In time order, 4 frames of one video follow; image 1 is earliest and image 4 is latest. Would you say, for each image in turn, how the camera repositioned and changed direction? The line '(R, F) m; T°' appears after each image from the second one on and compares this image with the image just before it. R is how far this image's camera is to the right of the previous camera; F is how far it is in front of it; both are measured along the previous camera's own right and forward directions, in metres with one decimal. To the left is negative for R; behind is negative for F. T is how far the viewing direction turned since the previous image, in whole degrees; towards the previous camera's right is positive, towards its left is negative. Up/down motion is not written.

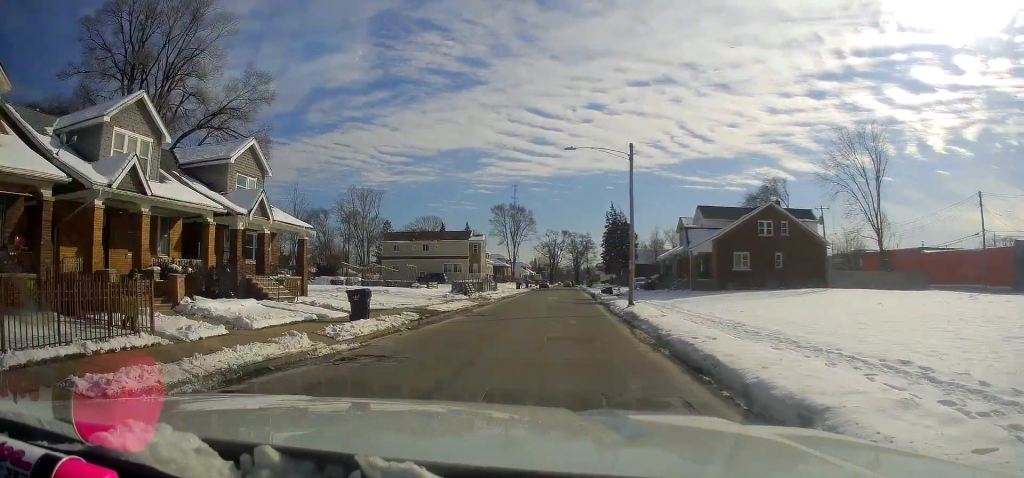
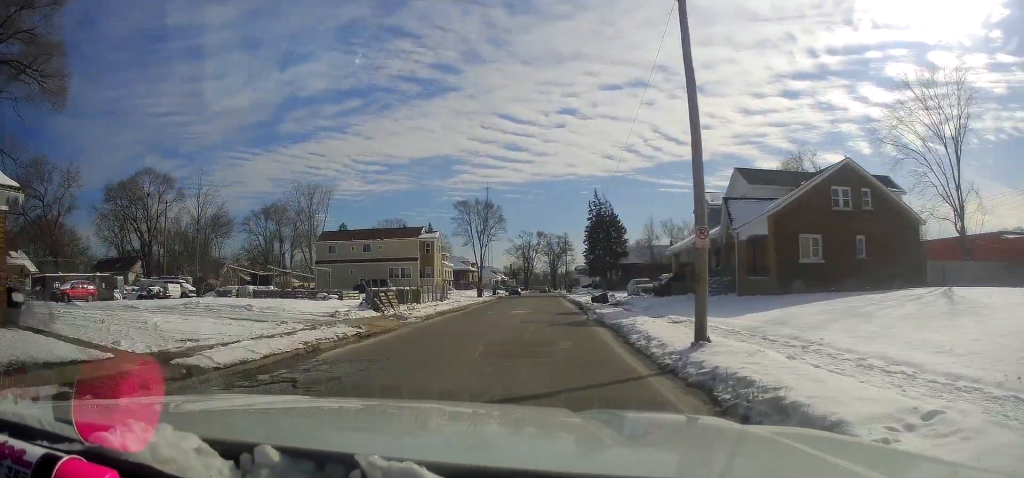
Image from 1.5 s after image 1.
(-0.6, +20.1) m; 0°
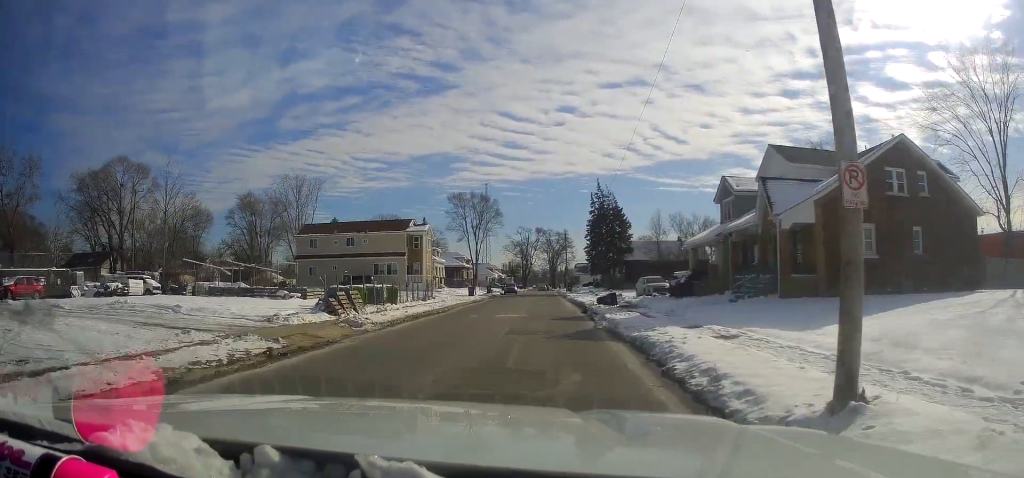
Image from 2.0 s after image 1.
(+0.3, +7.0) m; +1°
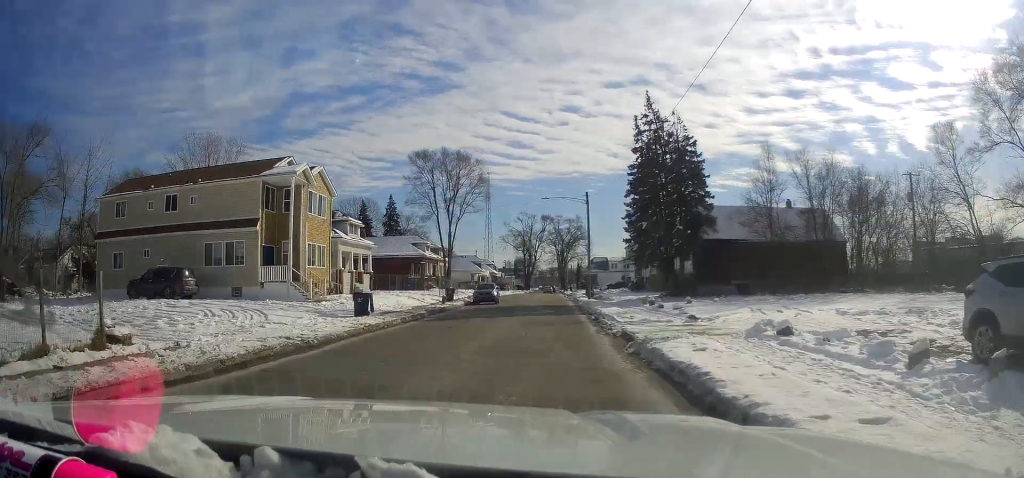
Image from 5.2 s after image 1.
(-0.1, +43.0) m; 0°
